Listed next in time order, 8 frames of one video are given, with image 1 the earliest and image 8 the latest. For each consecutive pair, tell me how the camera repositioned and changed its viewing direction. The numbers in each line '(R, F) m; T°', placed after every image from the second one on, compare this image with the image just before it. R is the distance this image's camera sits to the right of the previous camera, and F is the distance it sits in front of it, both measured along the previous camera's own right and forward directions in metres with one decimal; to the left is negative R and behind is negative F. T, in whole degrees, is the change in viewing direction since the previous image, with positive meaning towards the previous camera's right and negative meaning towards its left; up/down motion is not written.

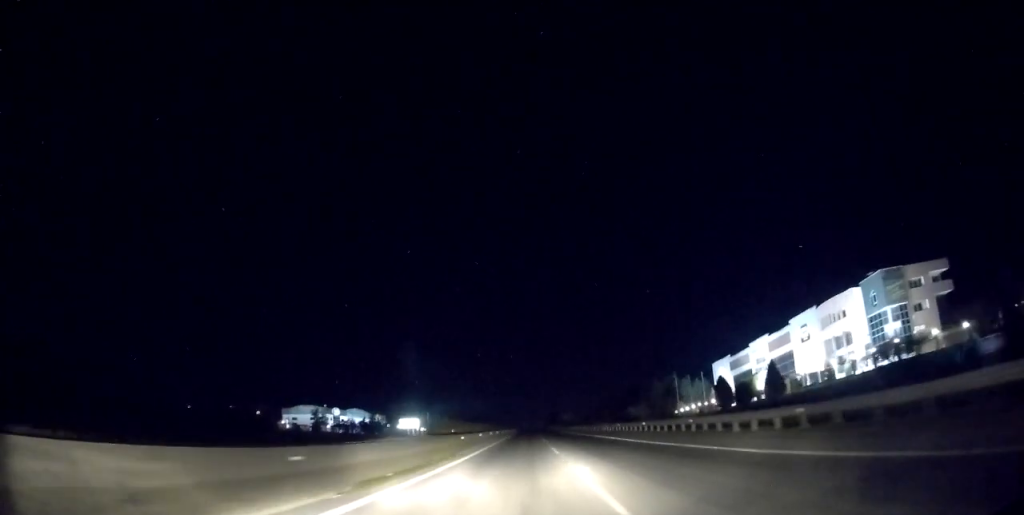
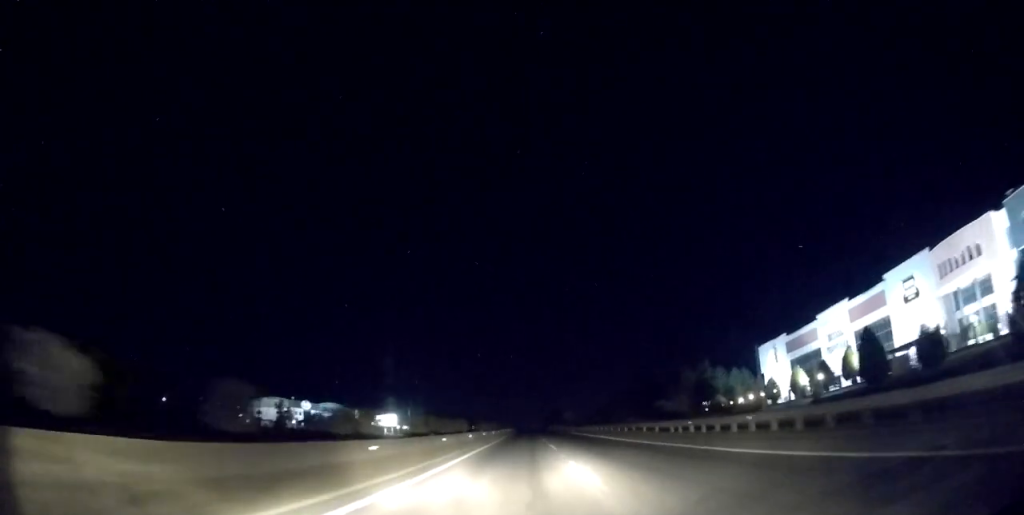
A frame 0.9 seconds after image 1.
(+0.2, +31.4) m; 0°
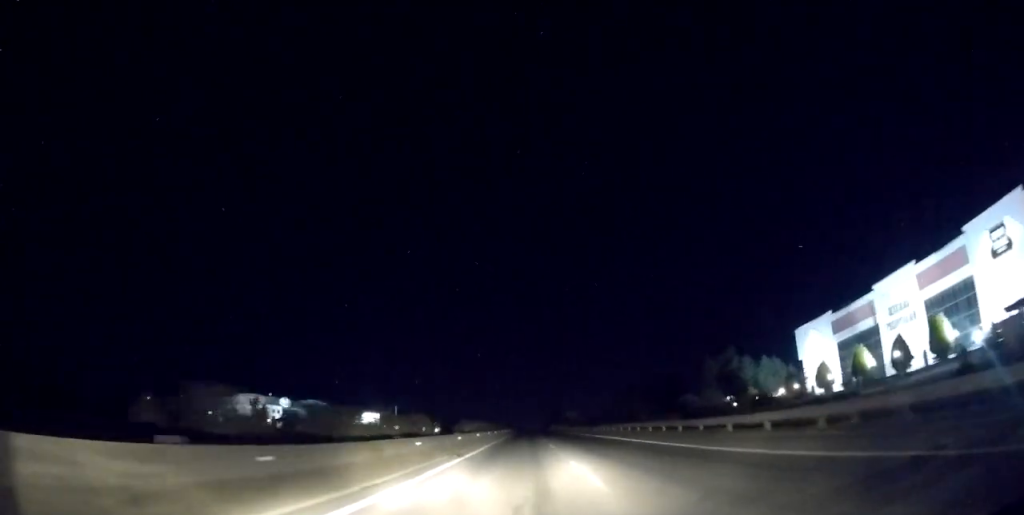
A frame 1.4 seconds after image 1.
(-0.1, +17.7) m; 0°
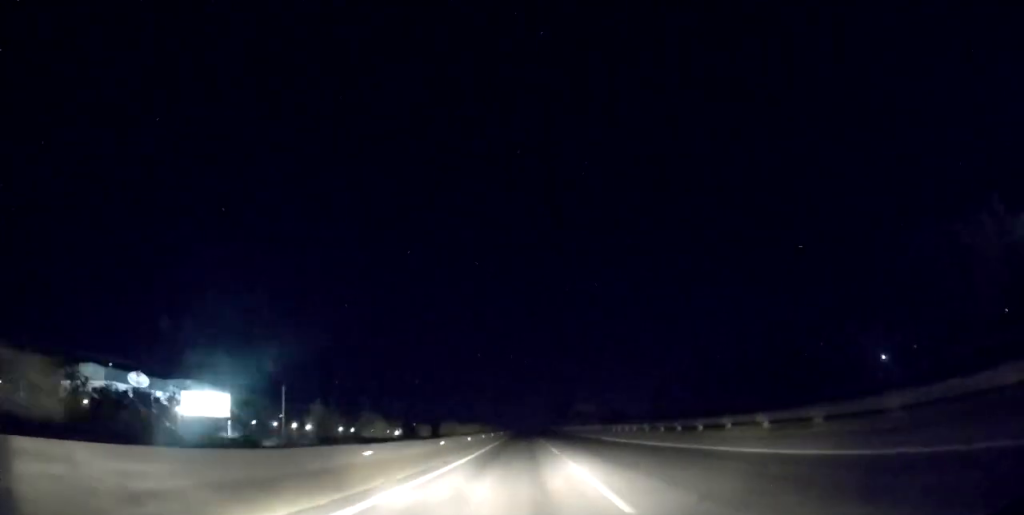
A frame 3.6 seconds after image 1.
(-0.5, +76.0) m; 0°
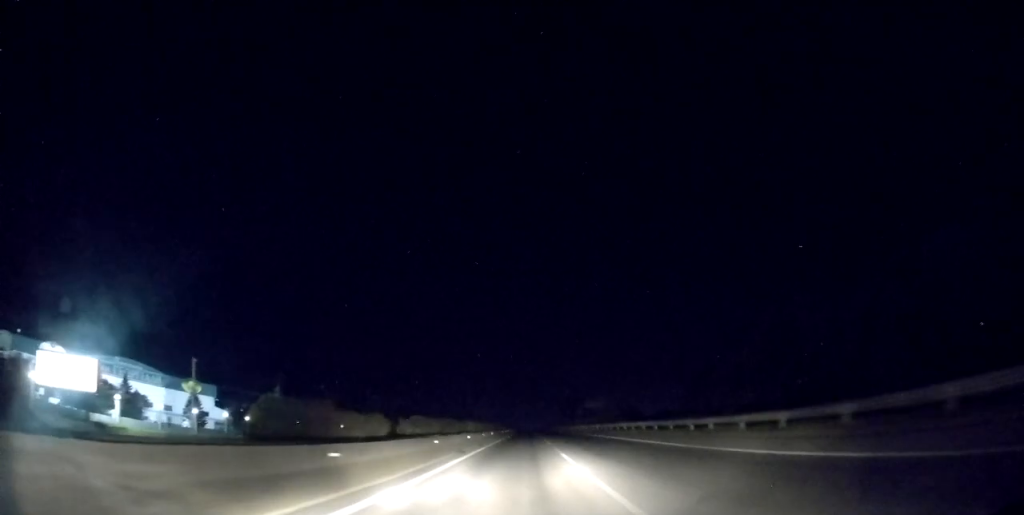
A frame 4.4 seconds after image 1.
(0.0, +26.7) m; 0°
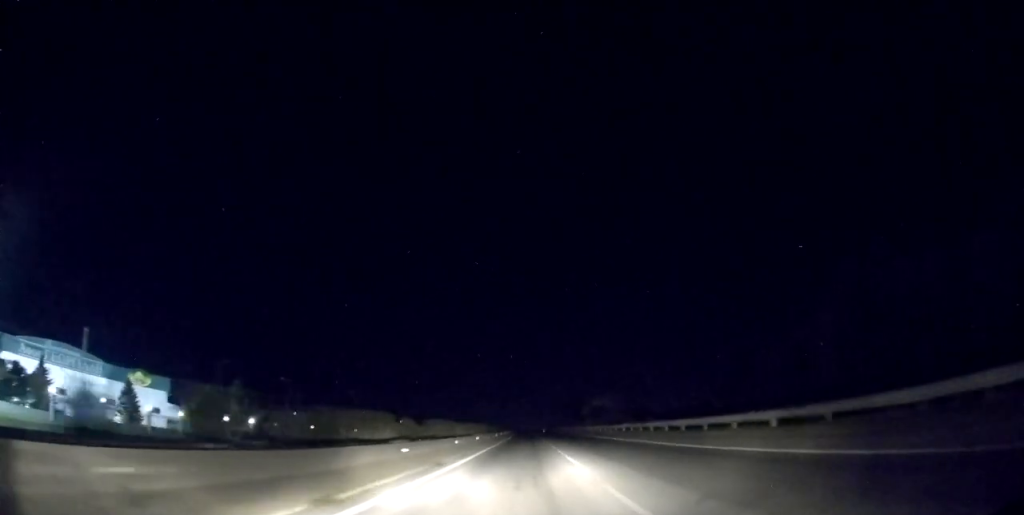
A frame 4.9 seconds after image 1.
(+0.2, +18.5) m; 0°
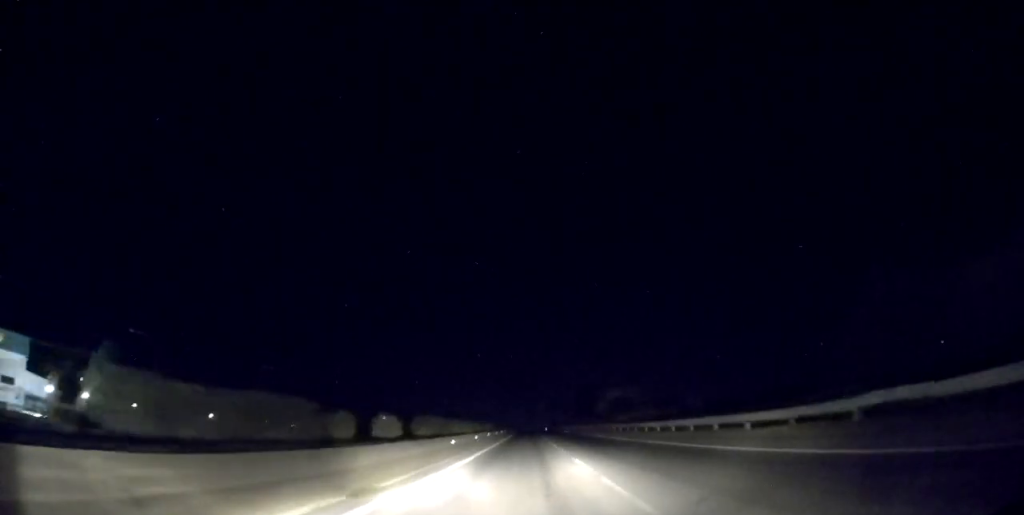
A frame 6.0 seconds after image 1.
(-0.5, +37.0) m; 0°
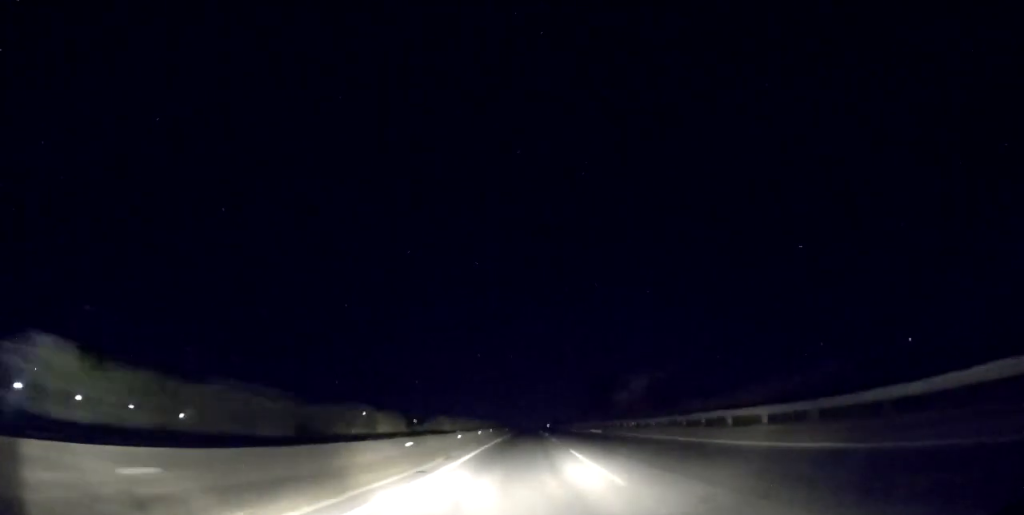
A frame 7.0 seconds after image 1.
(+0.5, +32.7) m; +1°
